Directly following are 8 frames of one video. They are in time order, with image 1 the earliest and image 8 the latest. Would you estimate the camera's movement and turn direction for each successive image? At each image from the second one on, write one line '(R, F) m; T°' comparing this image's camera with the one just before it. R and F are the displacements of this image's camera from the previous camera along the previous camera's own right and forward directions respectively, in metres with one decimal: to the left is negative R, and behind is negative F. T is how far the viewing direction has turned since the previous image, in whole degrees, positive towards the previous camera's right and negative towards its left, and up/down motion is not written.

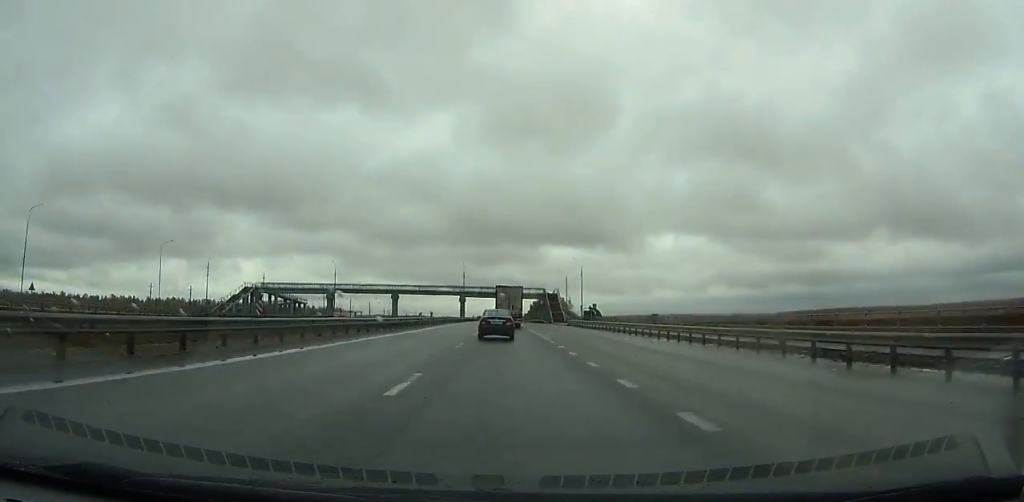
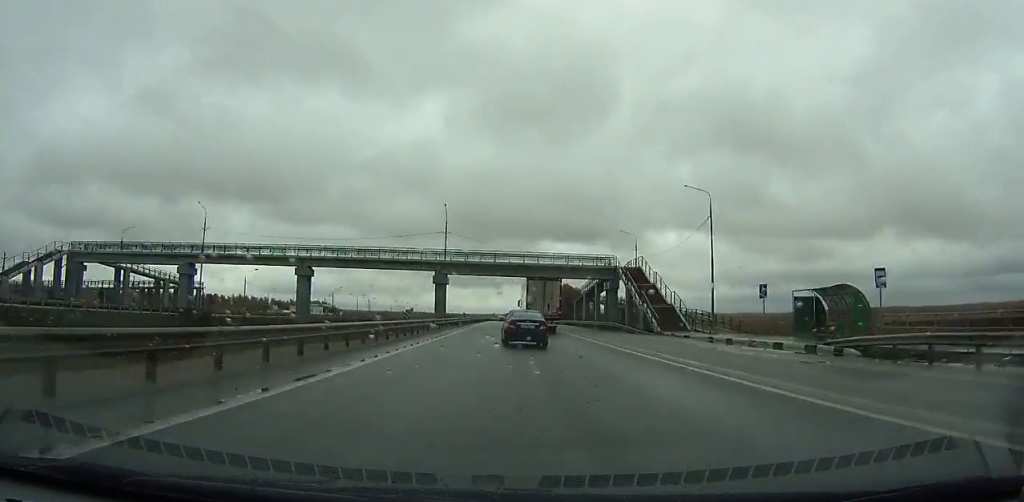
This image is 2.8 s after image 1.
(-0.3, +69.4) m; 0°
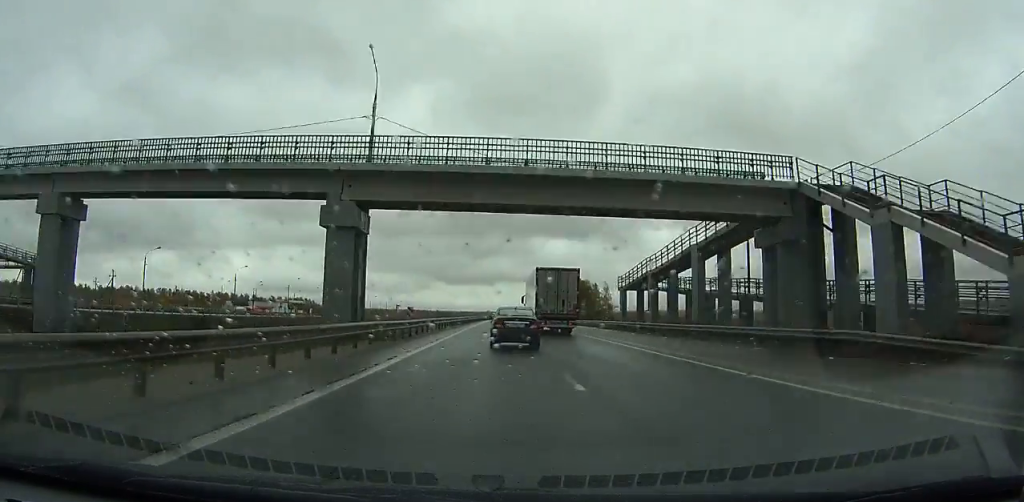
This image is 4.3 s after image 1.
(-0.3, +37.9) m; 0°
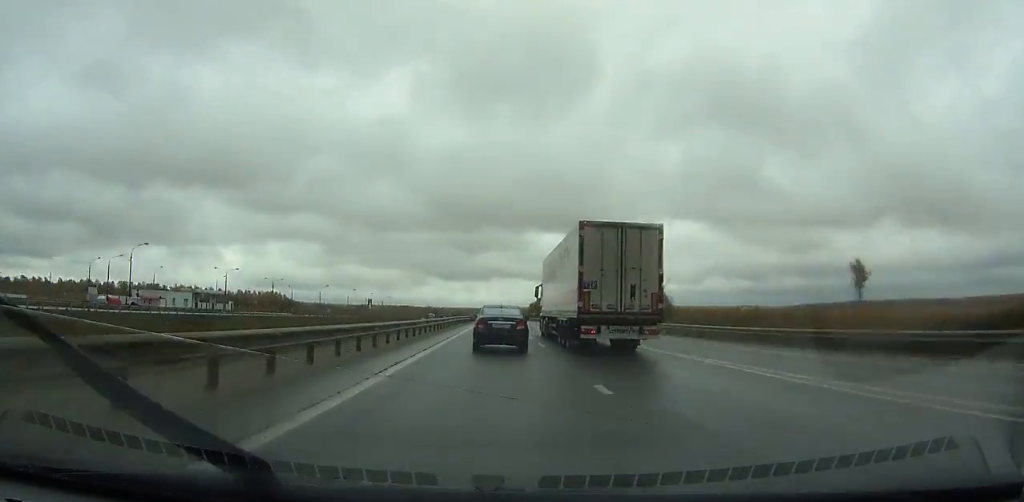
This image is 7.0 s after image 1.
(+0.8, +70.0) m; +1°
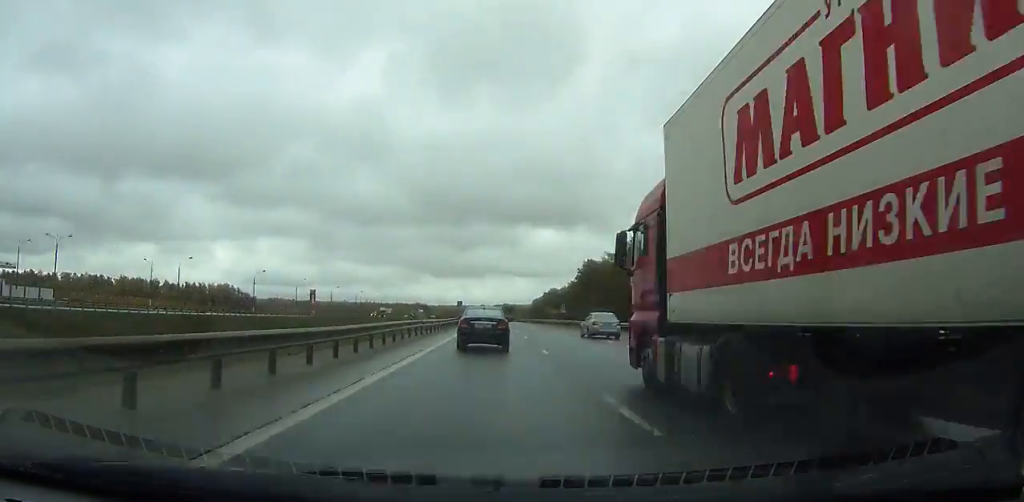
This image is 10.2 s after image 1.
(+0.1, +83.8) m; 0°
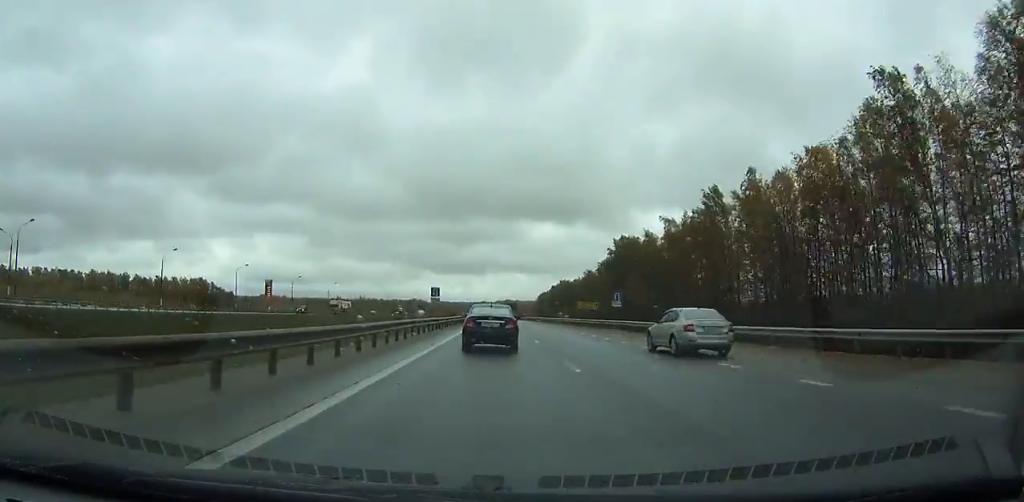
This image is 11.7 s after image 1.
(+0.2, +39.1) m; +1°
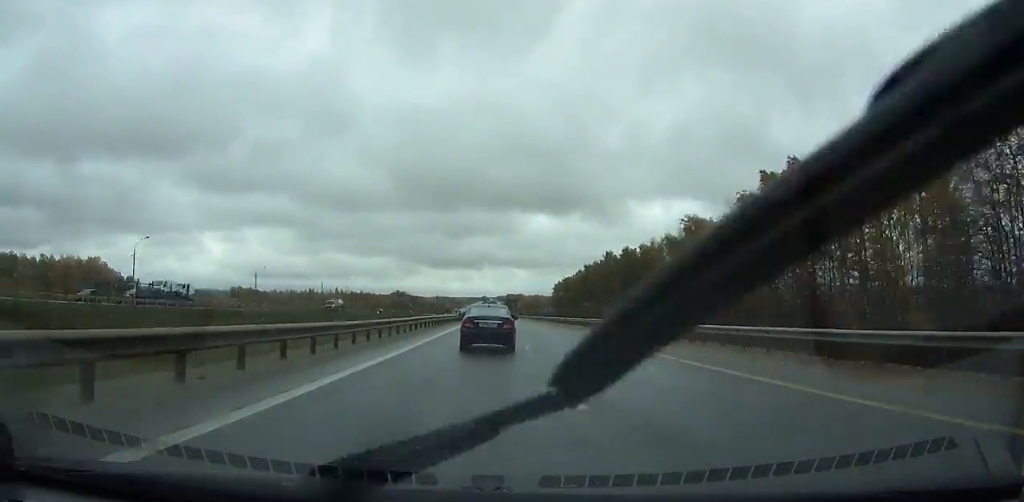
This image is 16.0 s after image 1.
(+1.7, +111.5) m; -1°
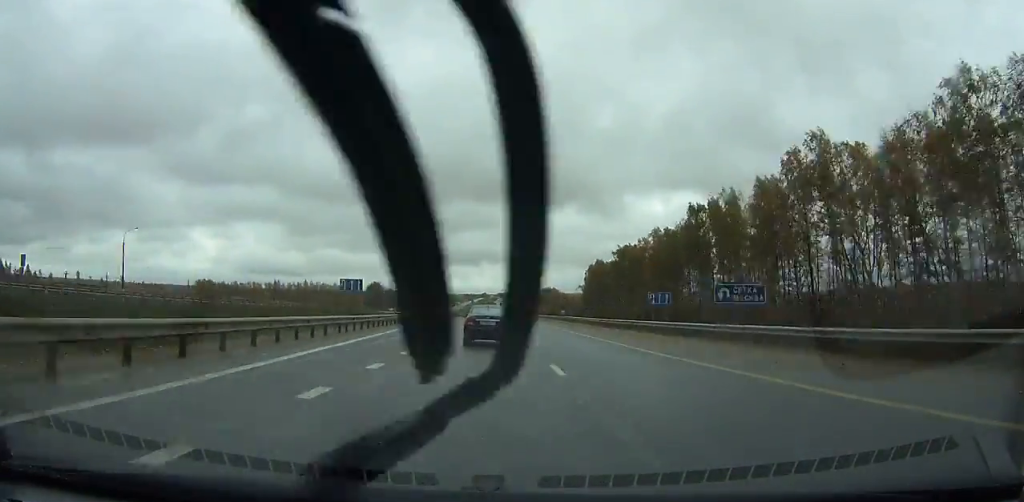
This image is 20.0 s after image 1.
(-3.1, +109.0) m; -1°
